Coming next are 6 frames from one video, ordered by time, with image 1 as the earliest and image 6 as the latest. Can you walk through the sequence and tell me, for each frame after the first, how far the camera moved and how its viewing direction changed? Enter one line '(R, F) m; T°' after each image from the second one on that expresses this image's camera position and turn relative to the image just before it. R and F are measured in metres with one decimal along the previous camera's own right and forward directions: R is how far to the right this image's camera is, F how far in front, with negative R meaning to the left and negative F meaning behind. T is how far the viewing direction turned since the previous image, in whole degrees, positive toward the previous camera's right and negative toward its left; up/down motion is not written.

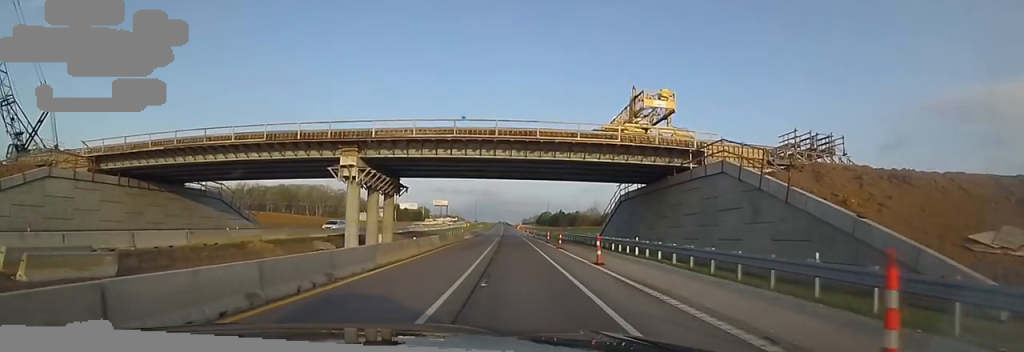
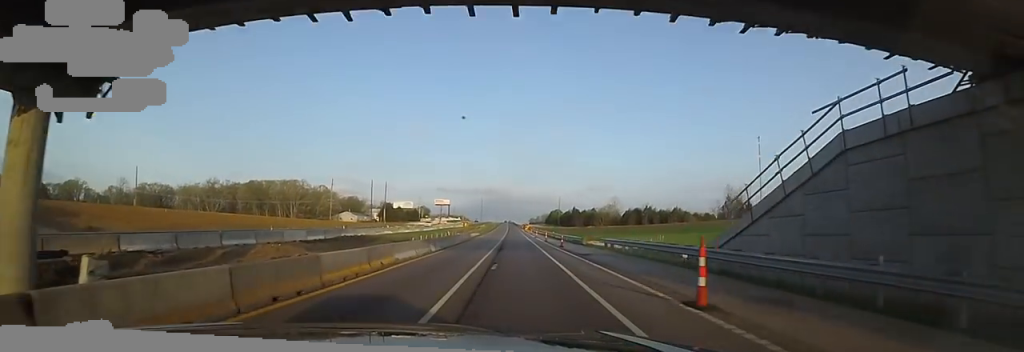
(+0.7, +32.5) m; -1°
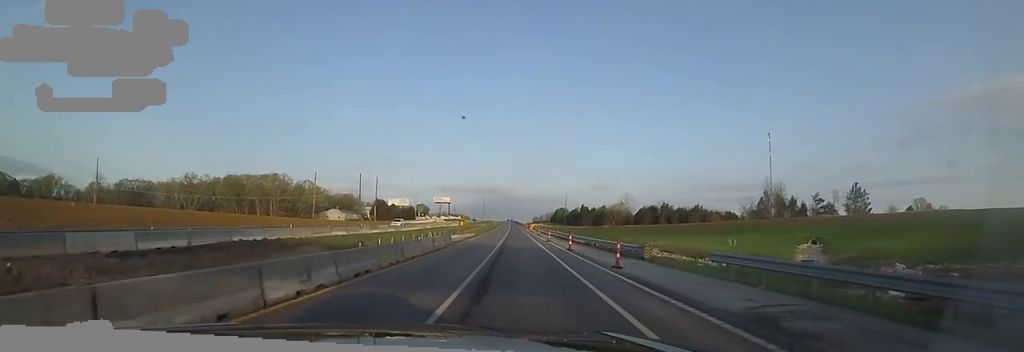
(-0.6, +18.7) m; -2°
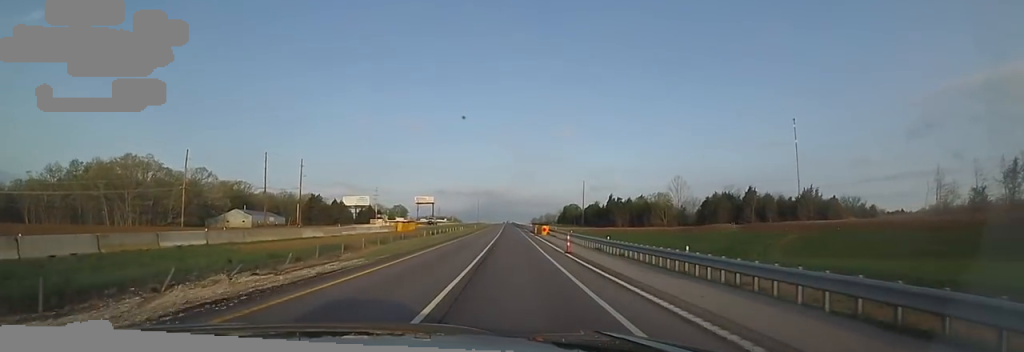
(-0.1, +66.5) m; +1°
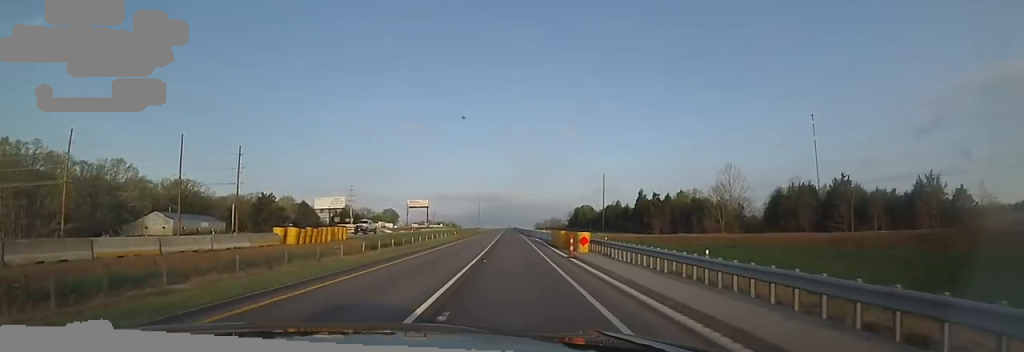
(+0.7, +32.5) m; +2°
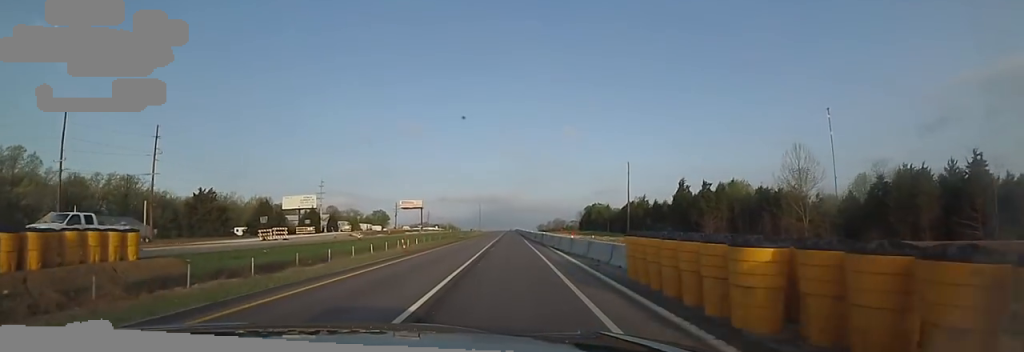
(+0.5, +27.0) m; -1°
